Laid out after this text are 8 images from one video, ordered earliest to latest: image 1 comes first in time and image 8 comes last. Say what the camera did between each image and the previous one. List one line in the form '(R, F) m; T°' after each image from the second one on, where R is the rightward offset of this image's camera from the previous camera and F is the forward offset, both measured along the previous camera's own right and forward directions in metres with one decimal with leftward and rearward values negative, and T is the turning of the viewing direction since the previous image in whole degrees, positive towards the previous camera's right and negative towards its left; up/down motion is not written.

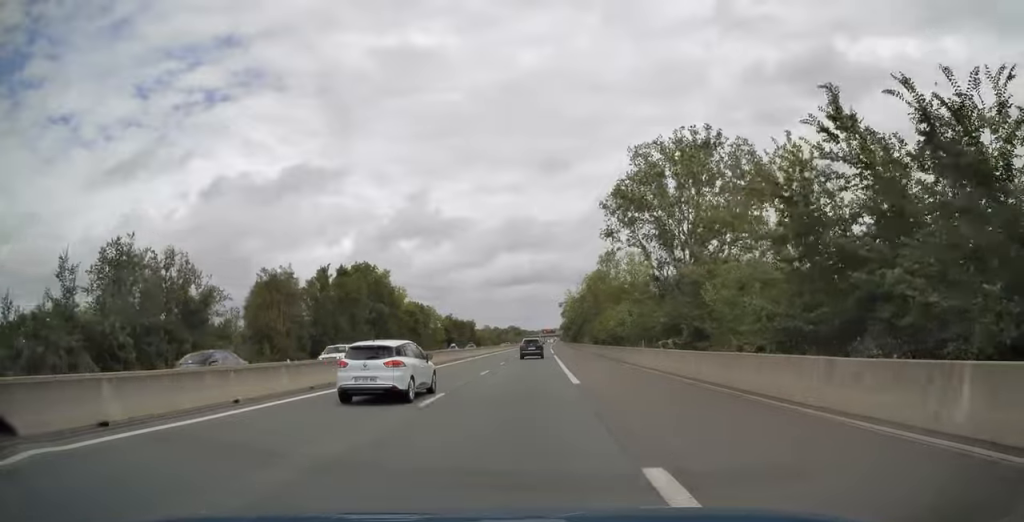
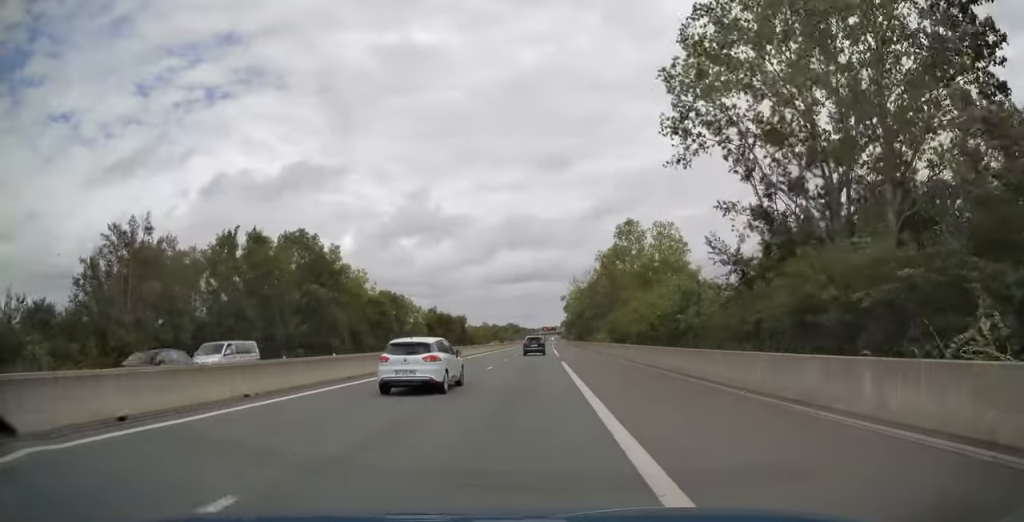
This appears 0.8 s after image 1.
(0.0, +24.3) m; 0°
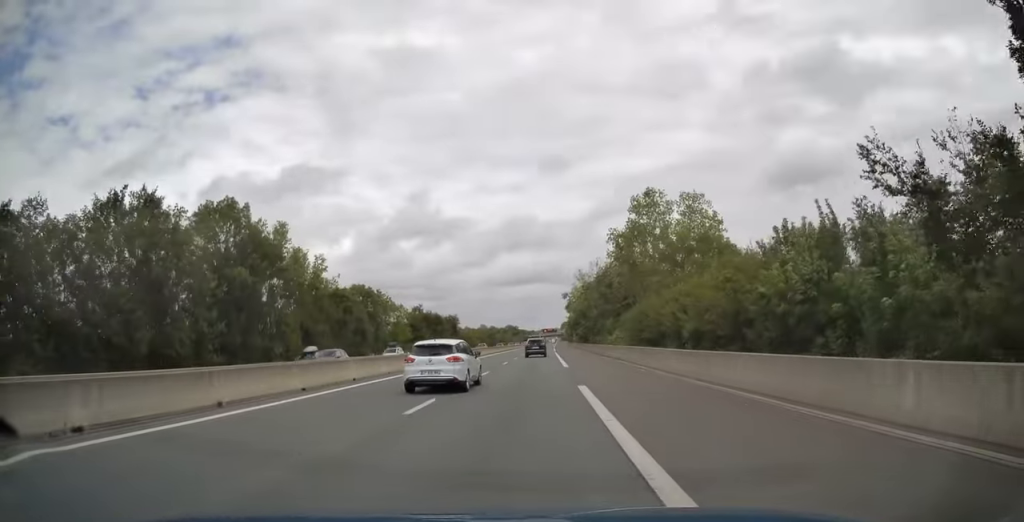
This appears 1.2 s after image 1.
(0.0, +16.2) m; 0°
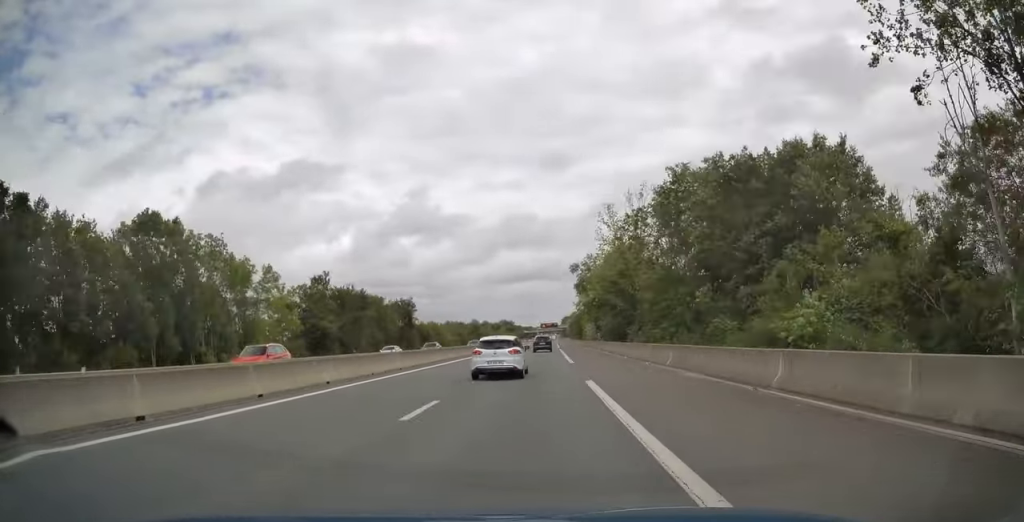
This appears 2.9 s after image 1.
(0.0, +53.5) m; 0°
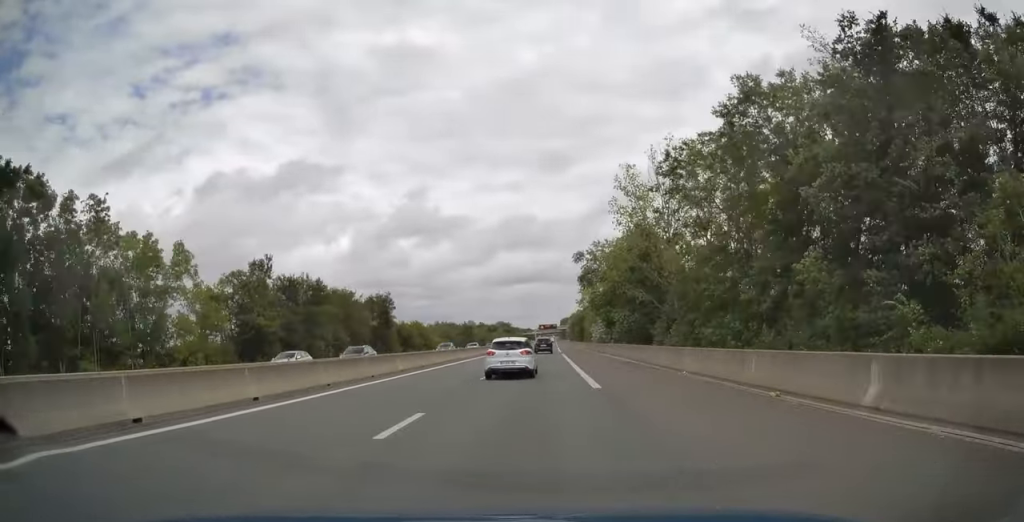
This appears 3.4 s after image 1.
(0.0, +15.1) m; 0°
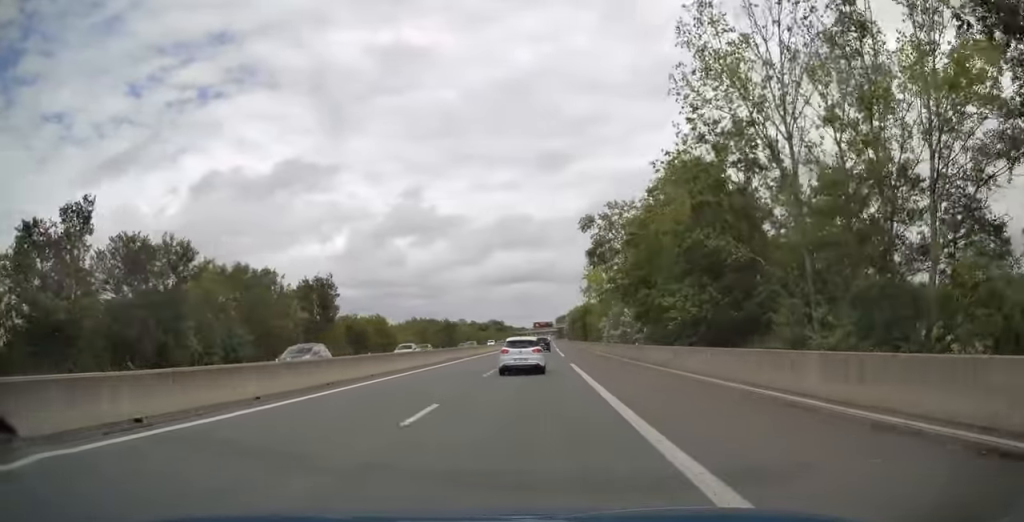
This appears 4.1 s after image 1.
(0.0, +24.9) m; 0°
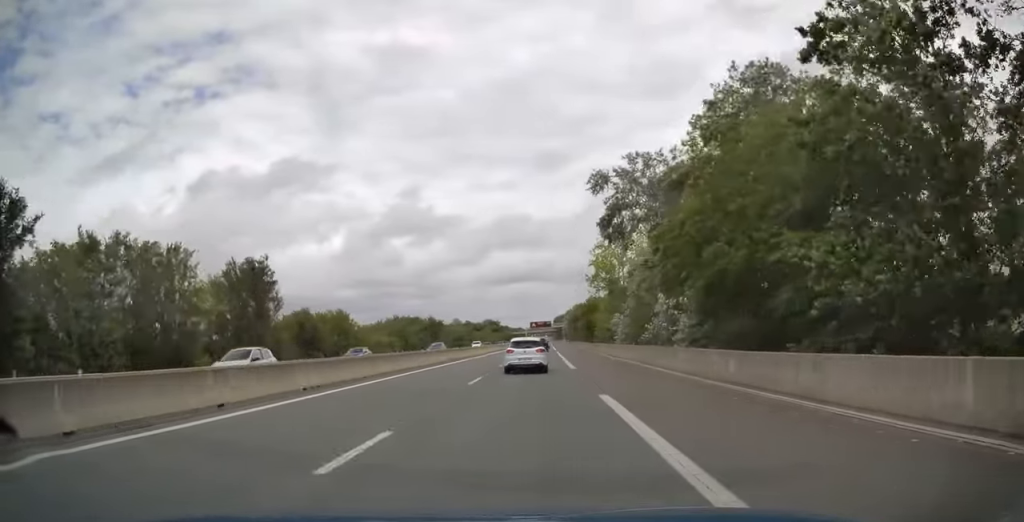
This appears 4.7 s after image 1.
(0.0, +16.7) m; 0°
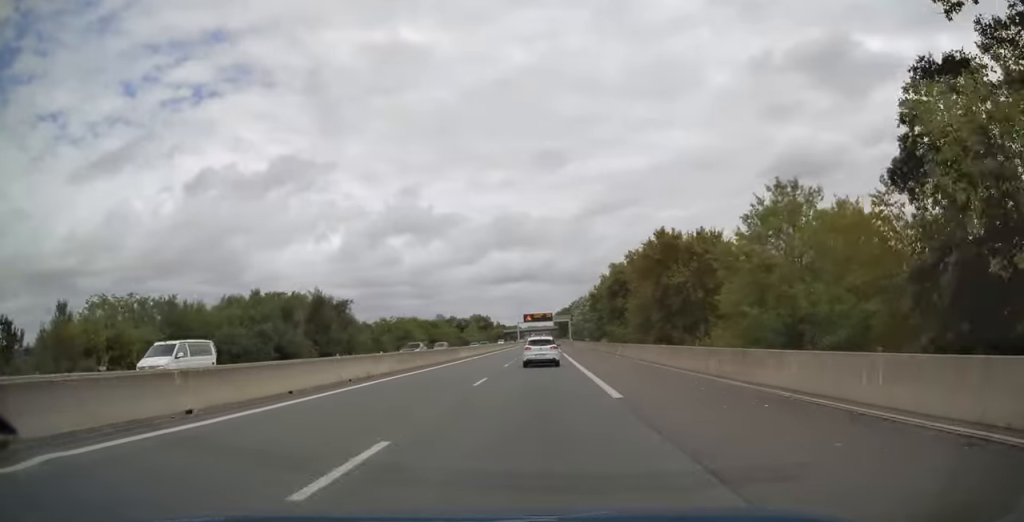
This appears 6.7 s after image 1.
(+0.8, +66.5) m; +1°
